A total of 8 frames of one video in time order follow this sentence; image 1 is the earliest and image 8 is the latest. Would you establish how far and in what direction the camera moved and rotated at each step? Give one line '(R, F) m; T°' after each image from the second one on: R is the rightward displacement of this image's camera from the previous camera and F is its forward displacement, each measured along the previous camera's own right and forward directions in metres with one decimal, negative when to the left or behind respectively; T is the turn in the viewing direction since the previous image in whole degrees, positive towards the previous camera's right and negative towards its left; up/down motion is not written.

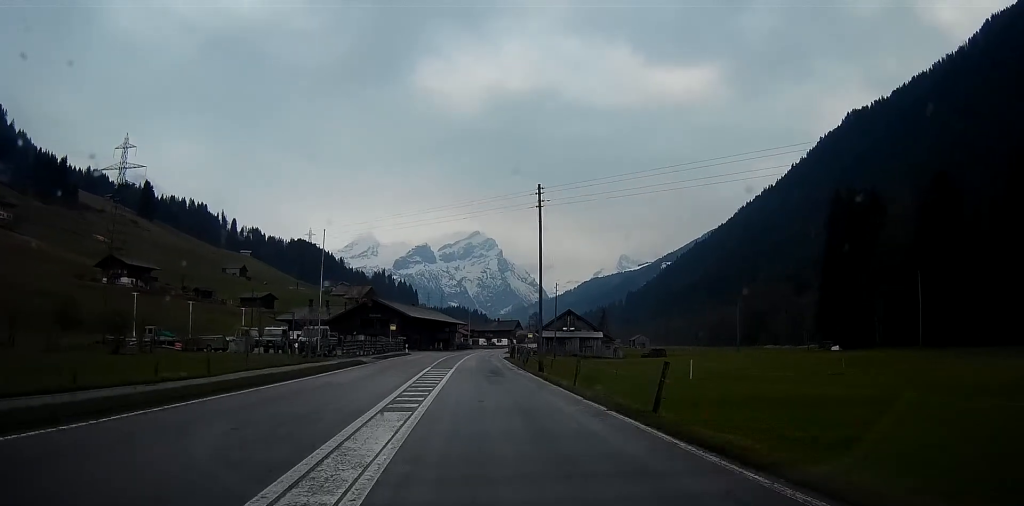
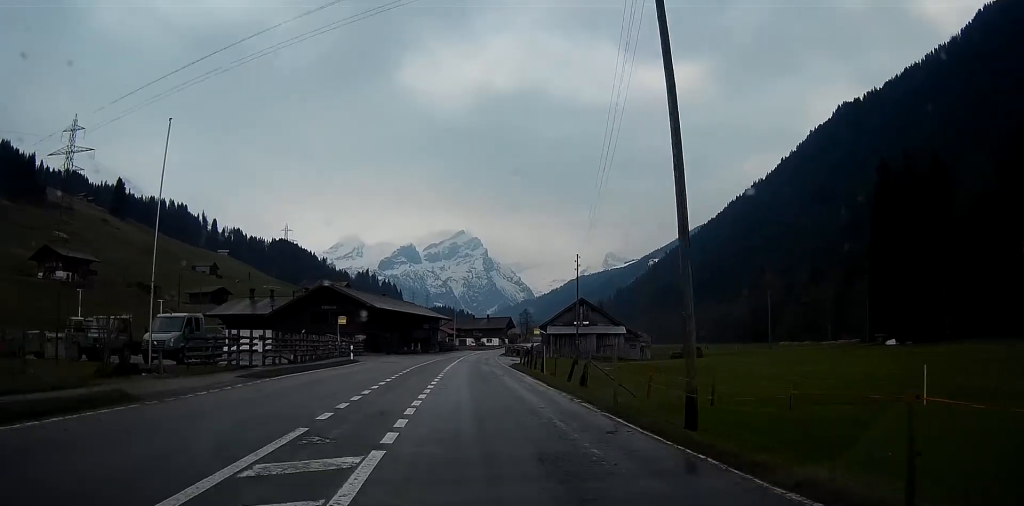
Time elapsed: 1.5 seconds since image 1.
(+0.6, +28.5) m; -1°
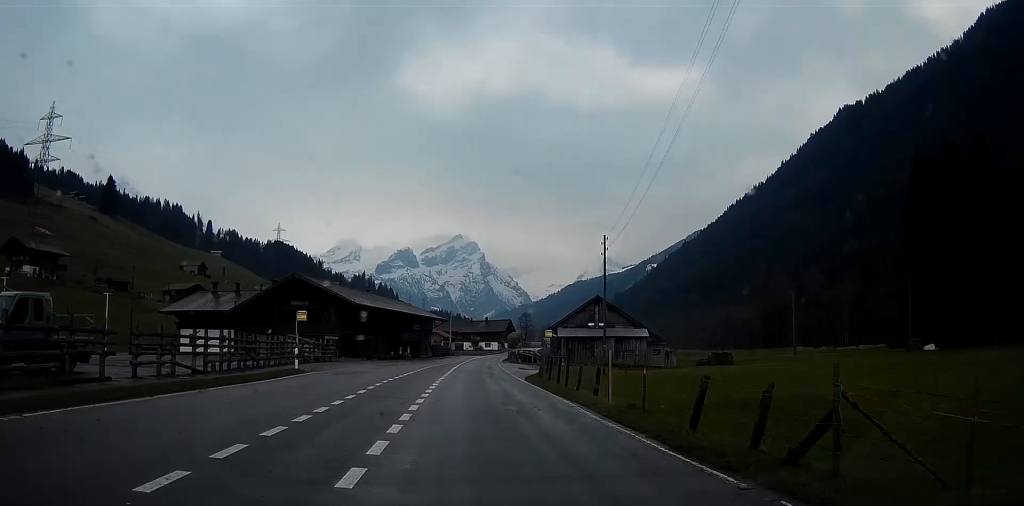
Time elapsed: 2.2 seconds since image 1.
(-0.9, +14.0) m; -1°
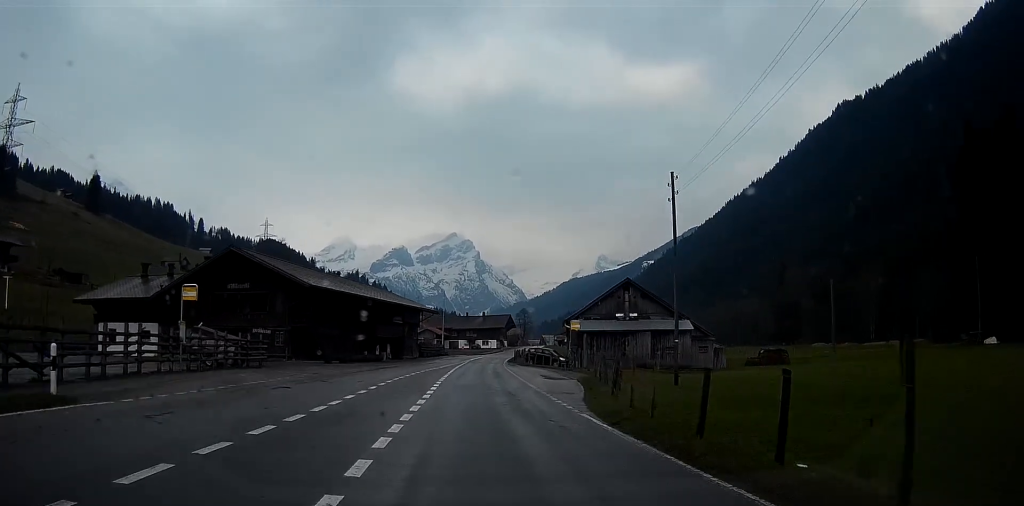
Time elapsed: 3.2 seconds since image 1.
(+0.2, +18.7) m; +1°
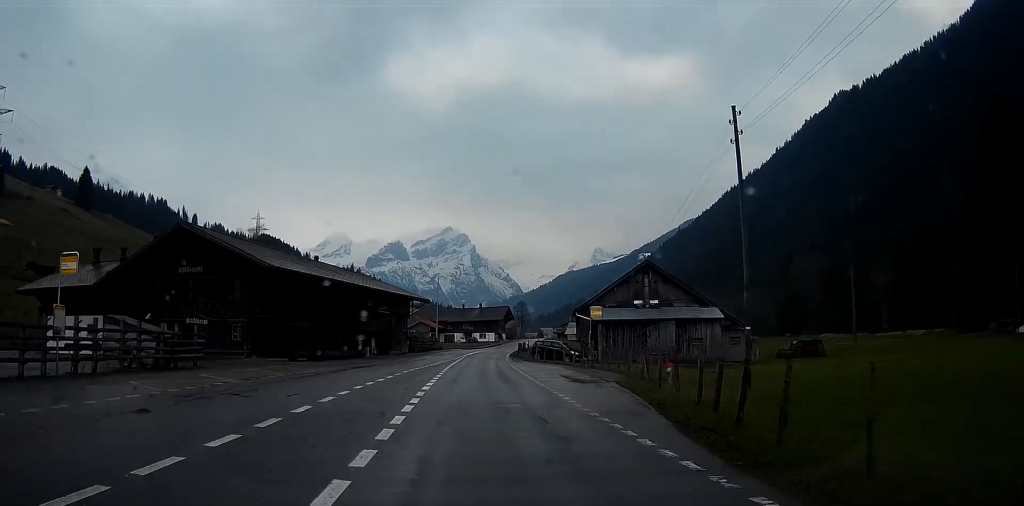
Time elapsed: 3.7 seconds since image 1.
(+0.1, +9.1) m; +1°
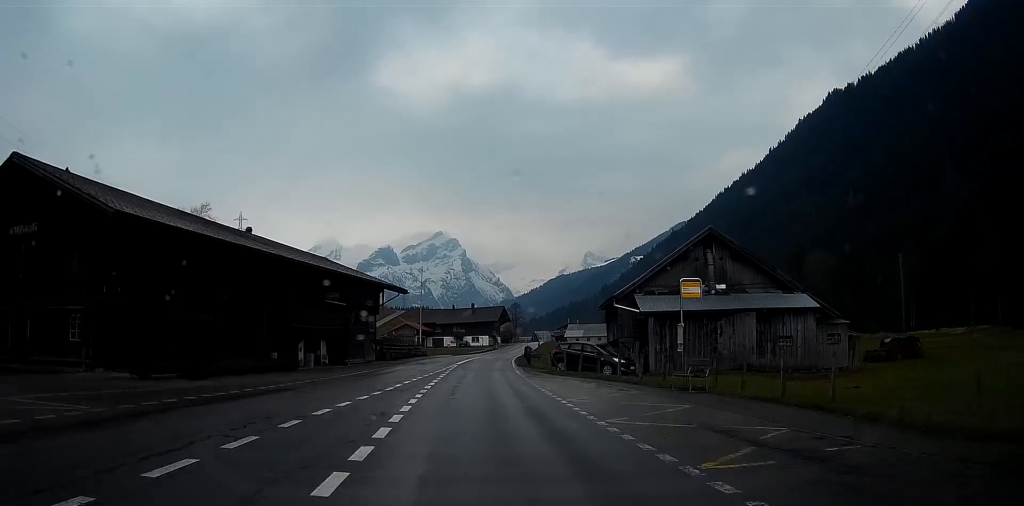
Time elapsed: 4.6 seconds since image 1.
(+0.1, +18.4) m; +1°
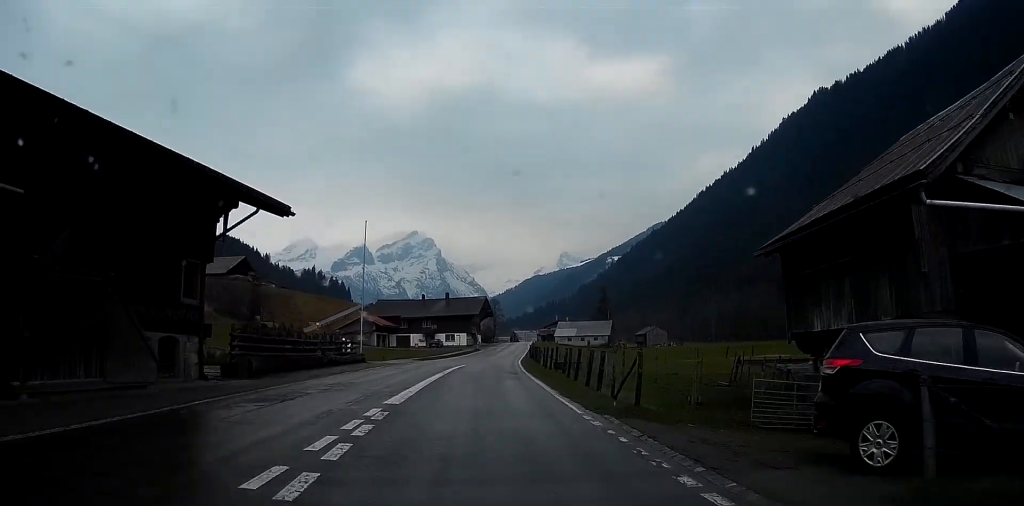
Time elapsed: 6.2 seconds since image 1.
(+0.4, +31.0) m; +2°
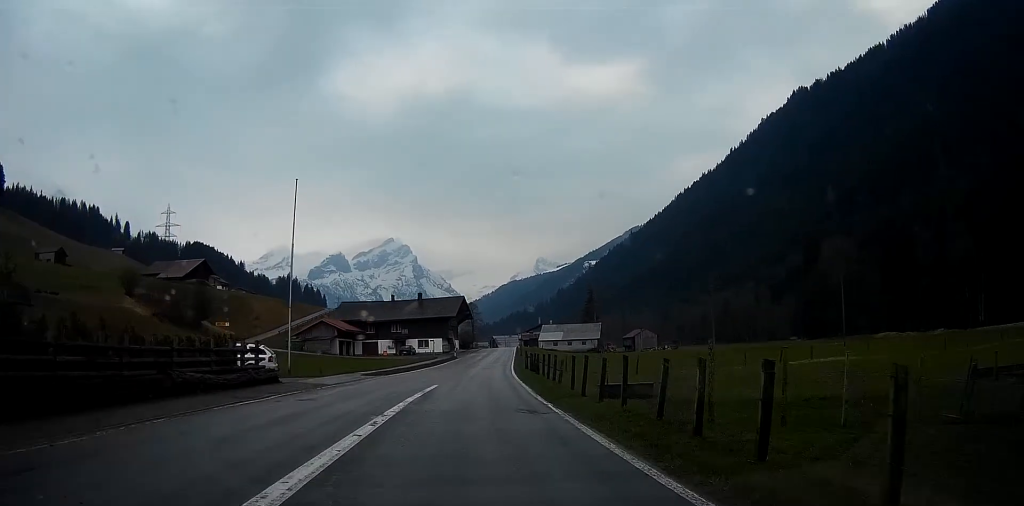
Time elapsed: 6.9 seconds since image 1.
(+0.2, +15.2) m; +1°
